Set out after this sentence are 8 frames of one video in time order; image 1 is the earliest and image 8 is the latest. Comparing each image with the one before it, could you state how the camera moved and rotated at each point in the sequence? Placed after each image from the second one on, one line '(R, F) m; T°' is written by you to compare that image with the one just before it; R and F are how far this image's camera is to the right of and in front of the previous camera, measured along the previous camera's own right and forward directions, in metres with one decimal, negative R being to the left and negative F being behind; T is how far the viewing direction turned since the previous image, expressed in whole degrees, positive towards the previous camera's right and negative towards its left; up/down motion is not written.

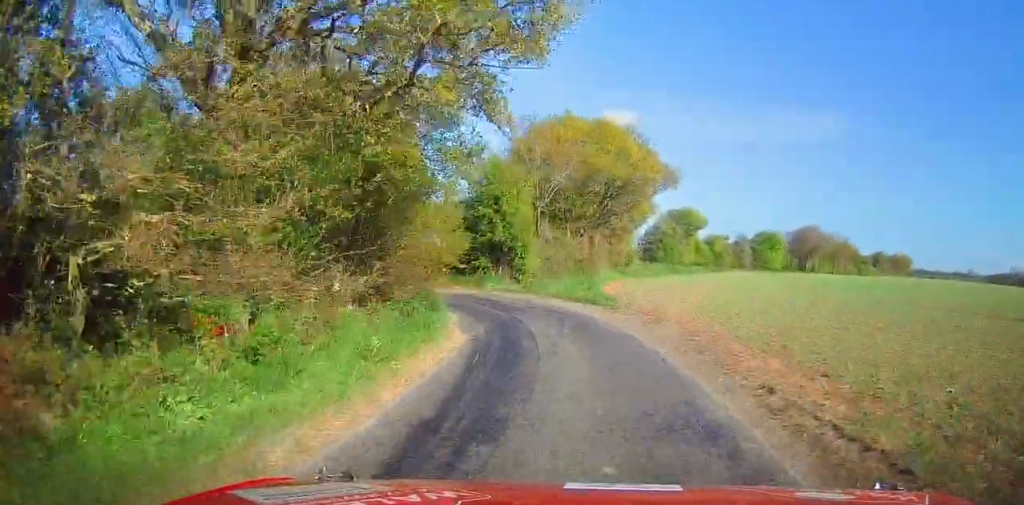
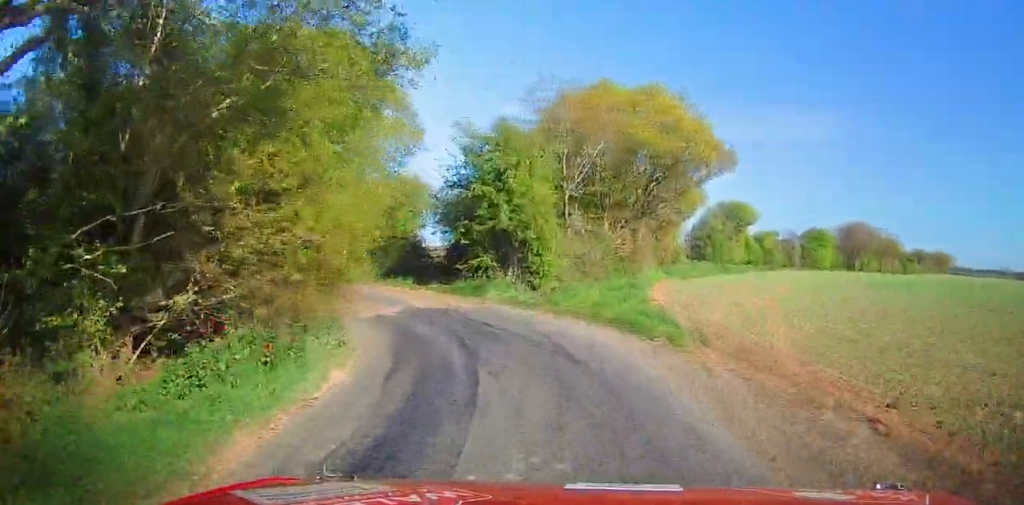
(-0.6, +9.7) m; -7°
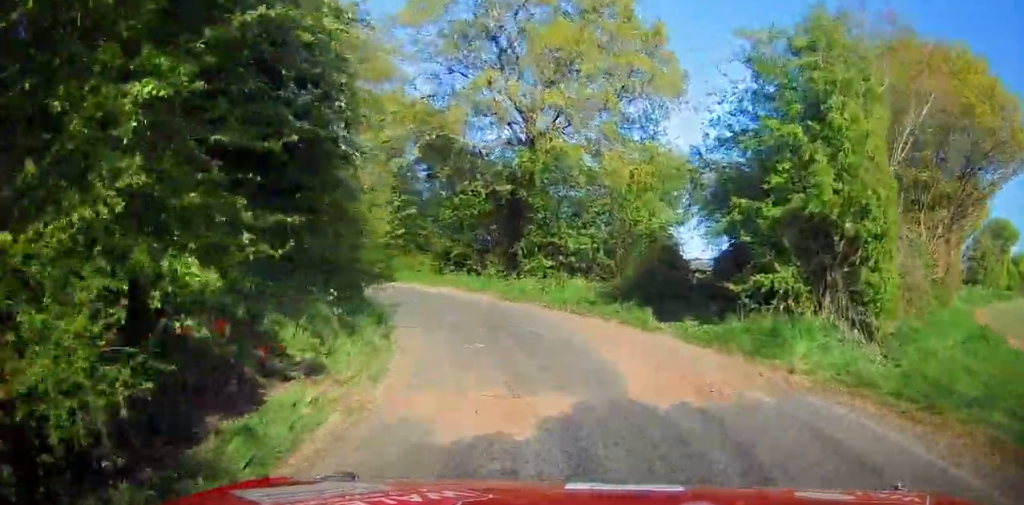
(-1.2, +12.8) m; -18°
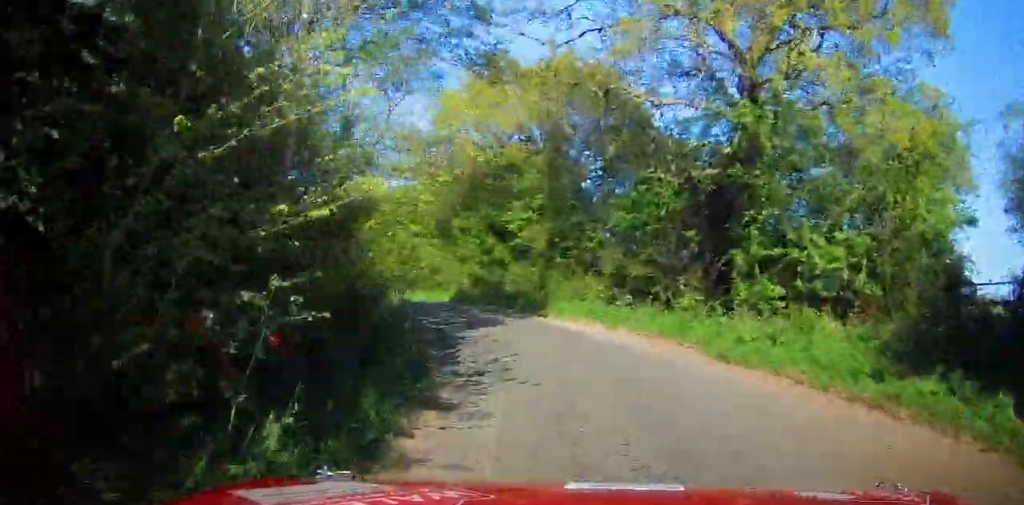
(-0.3, +7.8) m; -18°
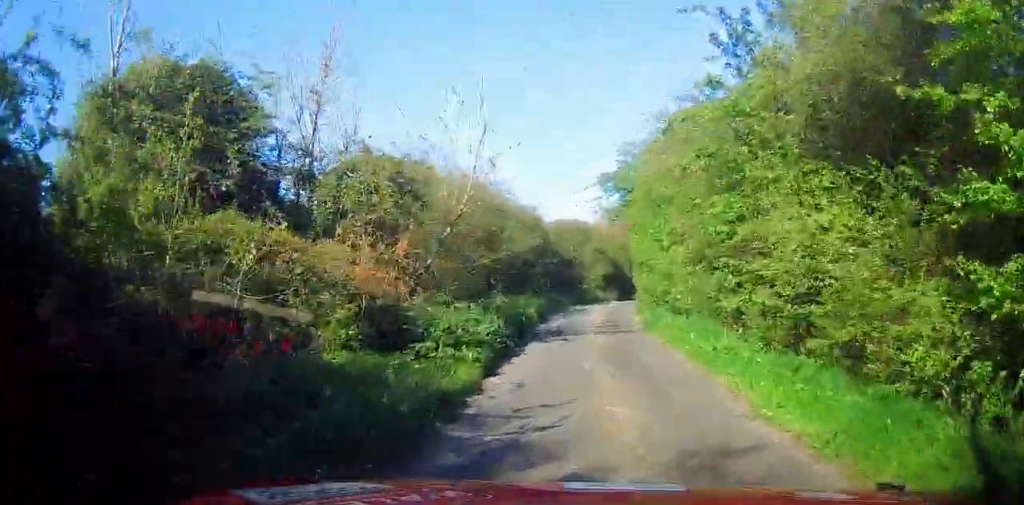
(-6.7, +18.2) m; -27°
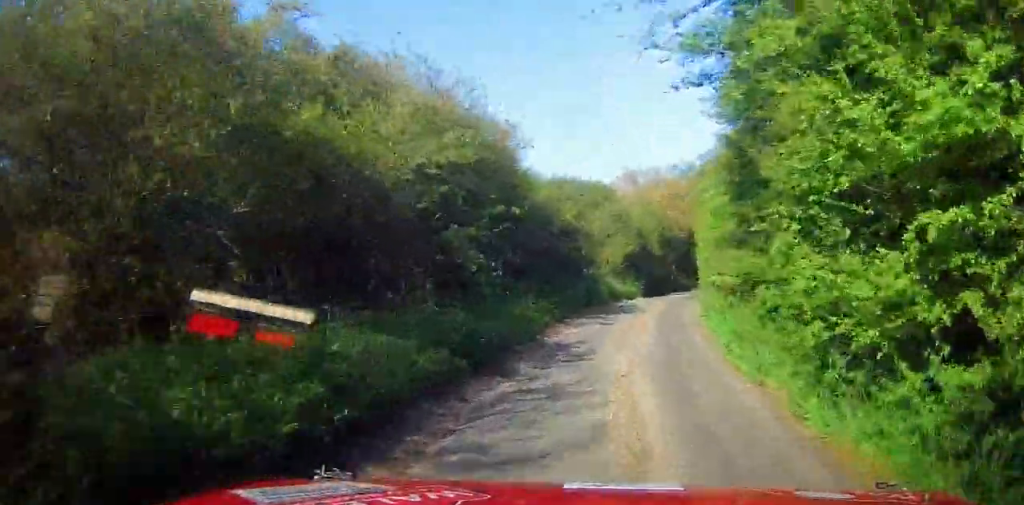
(-1.2, +17.7) m; -4°
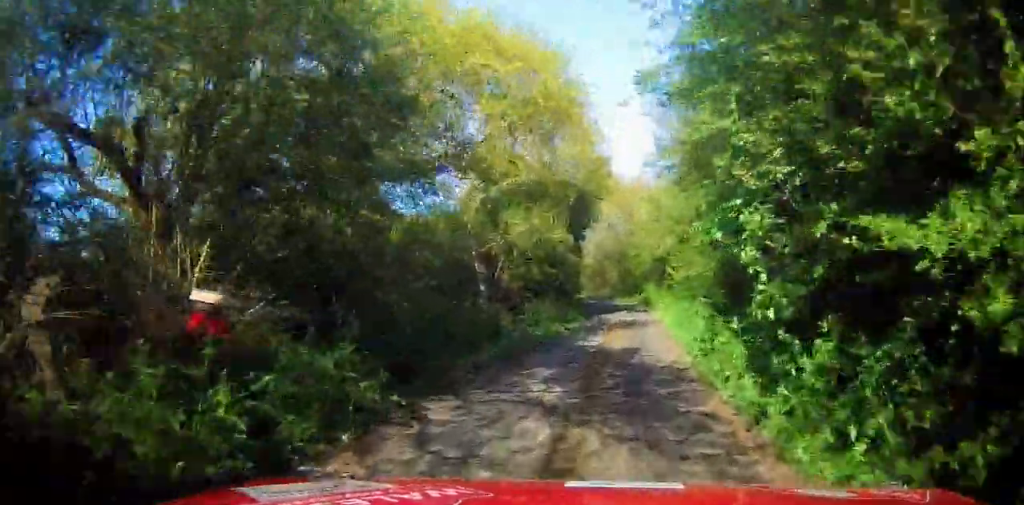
(+1.2, +44.6) m; +6°
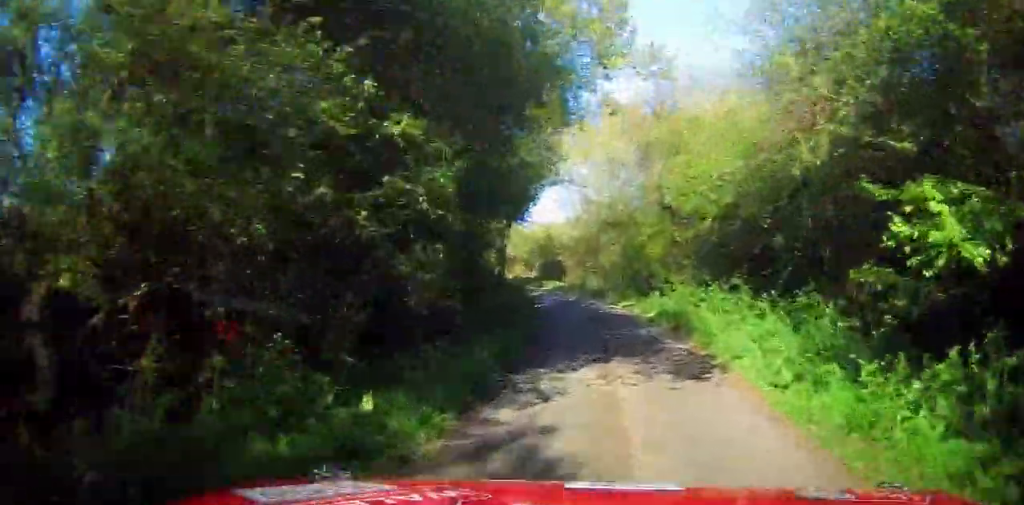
(+1.0, +20.4) m; +2°
